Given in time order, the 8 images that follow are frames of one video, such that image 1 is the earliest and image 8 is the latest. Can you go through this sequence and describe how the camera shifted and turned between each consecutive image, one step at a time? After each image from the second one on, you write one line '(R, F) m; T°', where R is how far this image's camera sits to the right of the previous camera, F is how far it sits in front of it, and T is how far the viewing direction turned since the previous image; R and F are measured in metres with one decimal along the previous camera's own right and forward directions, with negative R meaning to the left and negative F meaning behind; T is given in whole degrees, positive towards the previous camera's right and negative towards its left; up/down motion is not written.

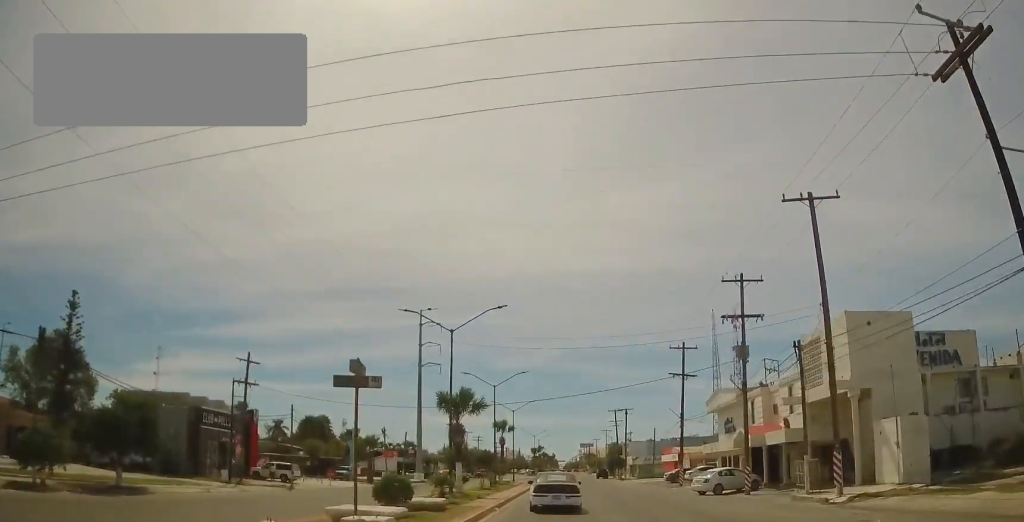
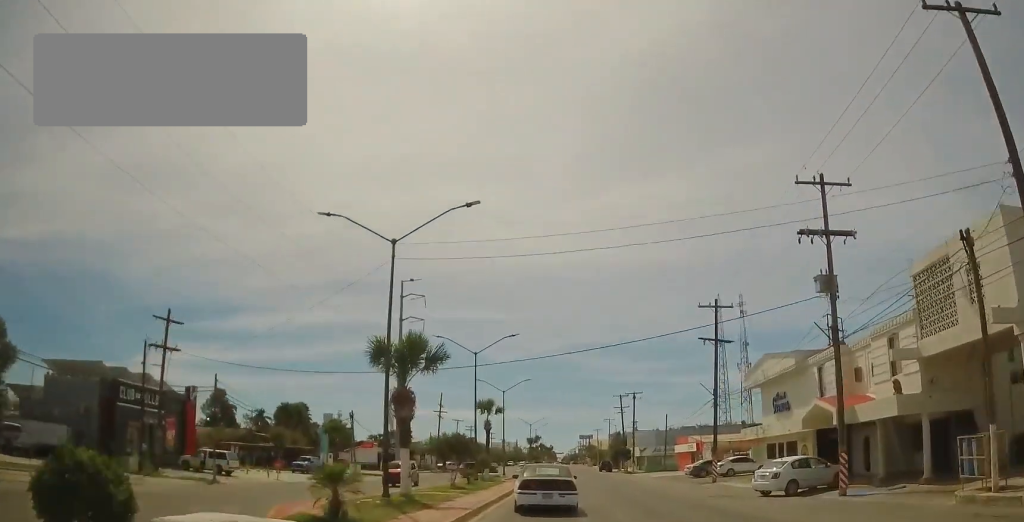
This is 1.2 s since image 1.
(+0.4, +11.7) m; +2°
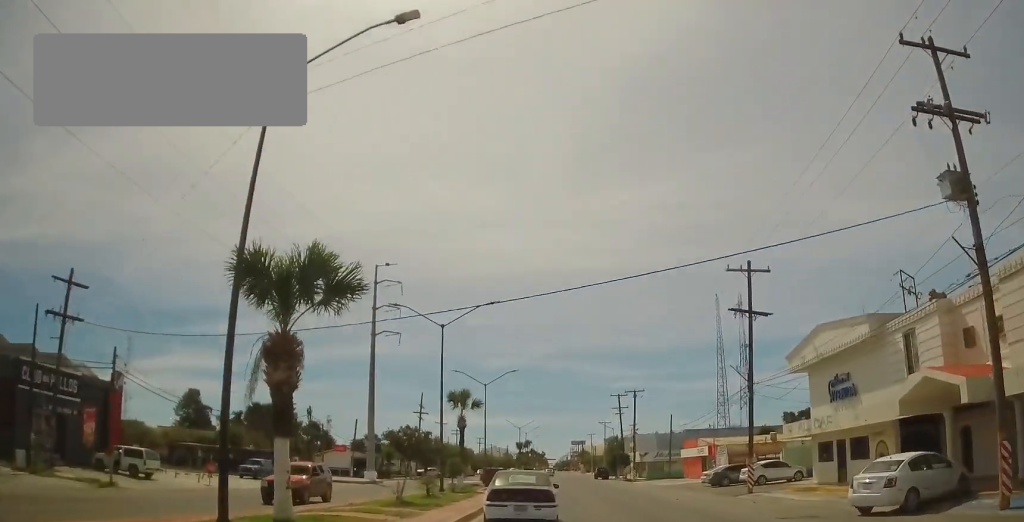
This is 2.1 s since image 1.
(0.0, +9.4) m; +1°
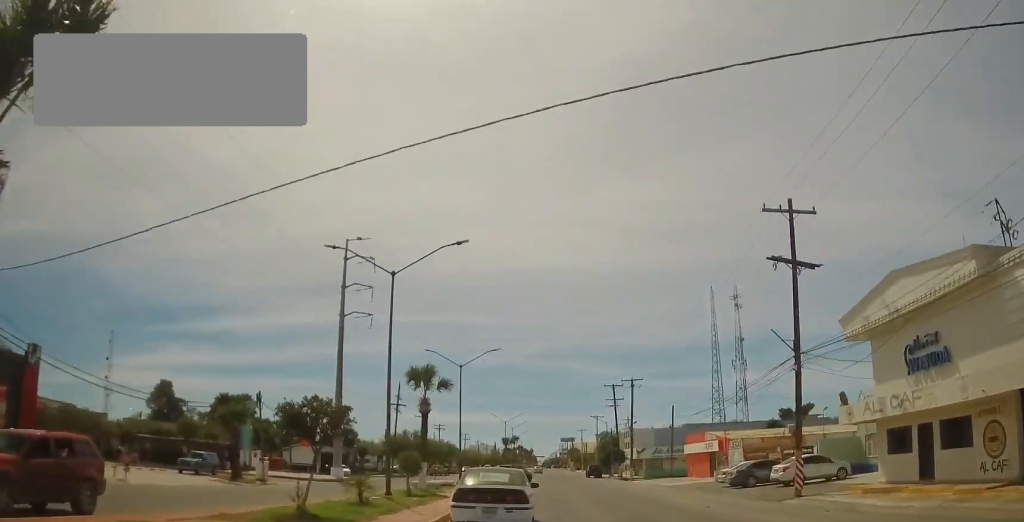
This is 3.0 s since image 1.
(+0.1, +8.2) m; +2°
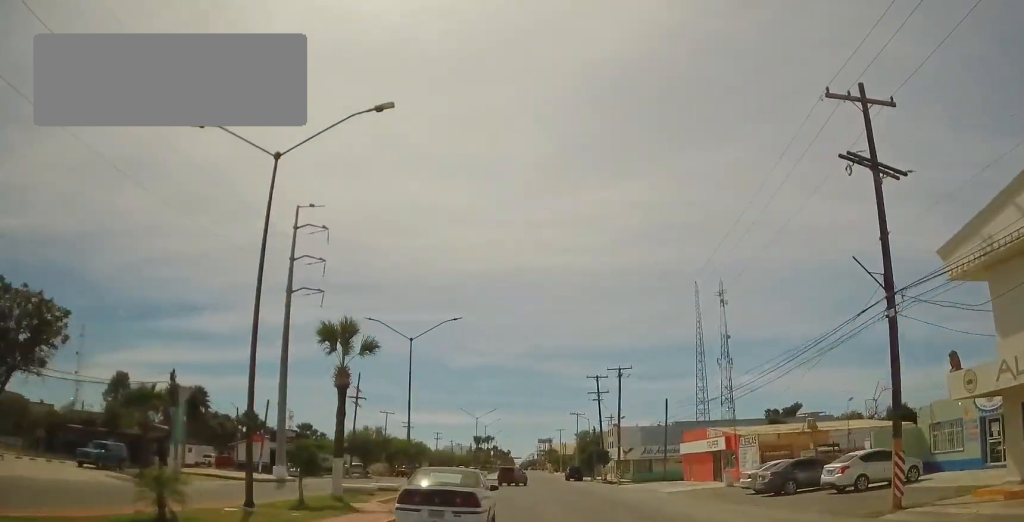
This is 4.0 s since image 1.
(+0.2, +9.4) m; 0°
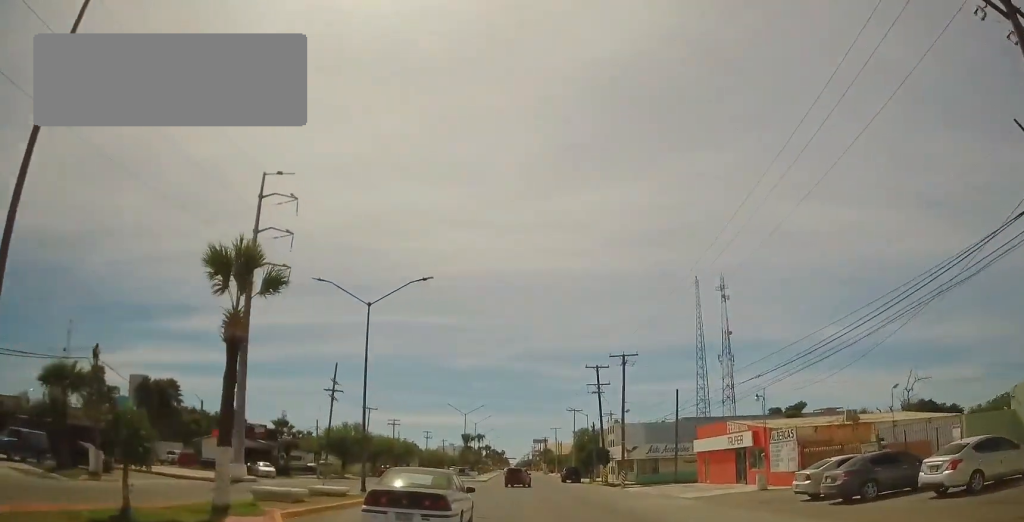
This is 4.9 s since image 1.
(-0.2, +7.5) m; 0°
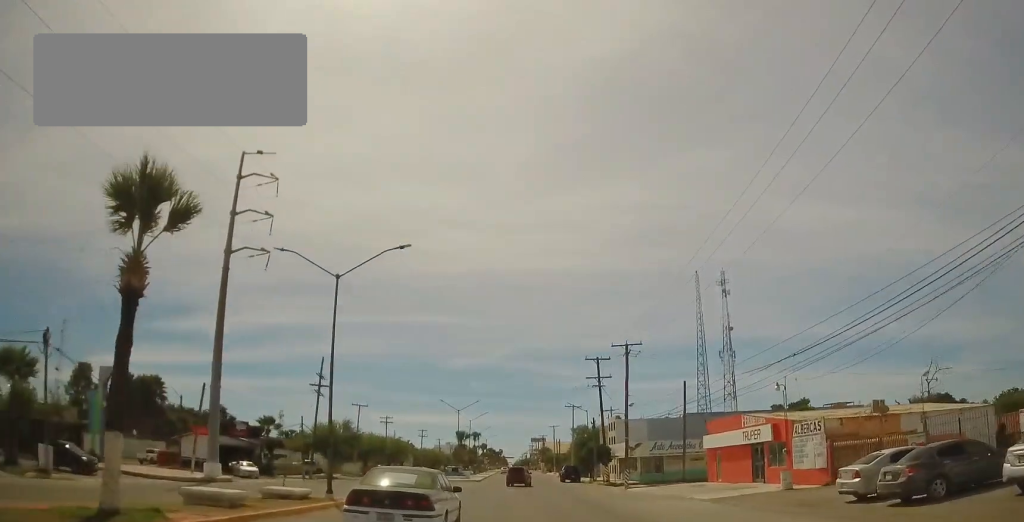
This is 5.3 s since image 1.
(+0.2, +3.9) m; 0°
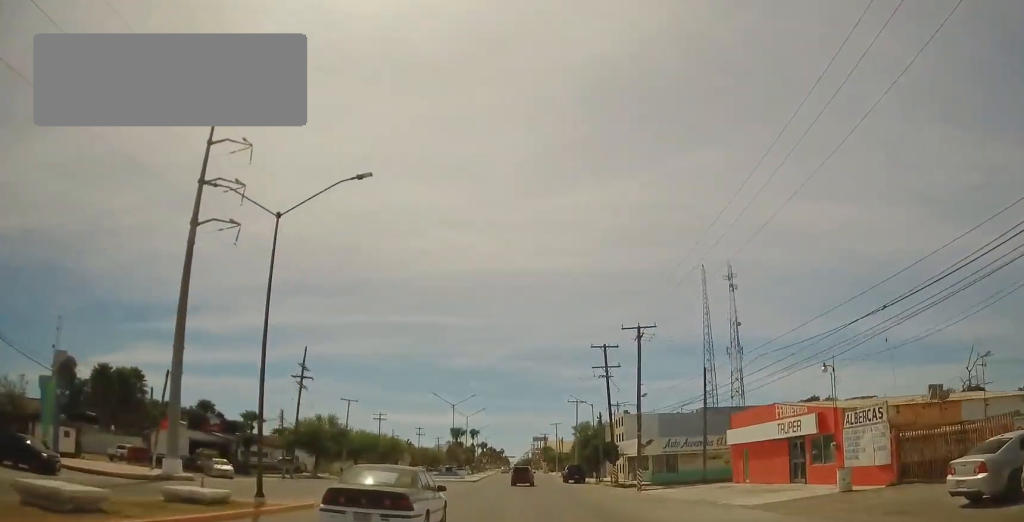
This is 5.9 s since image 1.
(+0.1, +5.8) m; 0°
